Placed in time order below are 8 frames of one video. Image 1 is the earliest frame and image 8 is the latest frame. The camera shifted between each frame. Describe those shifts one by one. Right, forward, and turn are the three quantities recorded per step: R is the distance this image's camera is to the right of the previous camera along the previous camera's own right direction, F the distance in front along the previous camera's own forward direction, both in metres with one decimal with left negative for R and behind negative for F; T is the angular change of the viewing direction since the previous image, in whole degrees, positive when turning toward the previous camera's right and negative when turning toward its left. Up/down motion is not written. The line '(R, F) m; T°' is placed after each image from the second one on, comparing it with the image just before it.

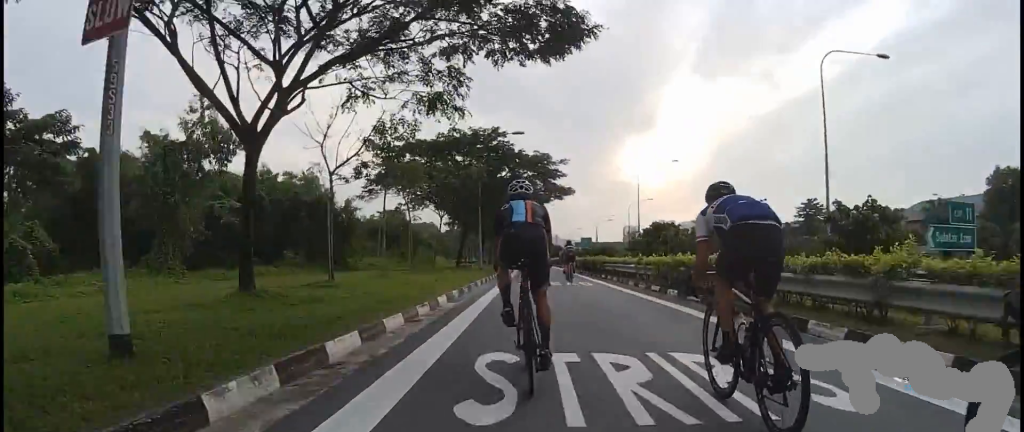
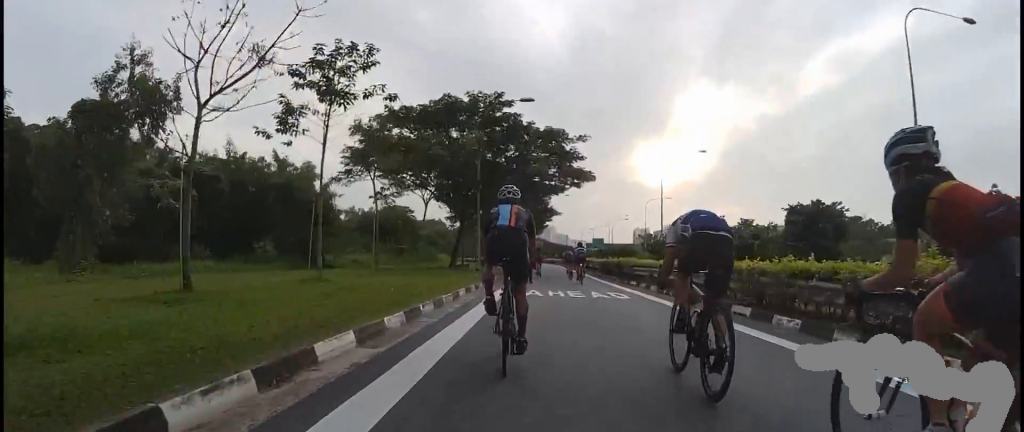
(0.0, +6.7) m; 0°
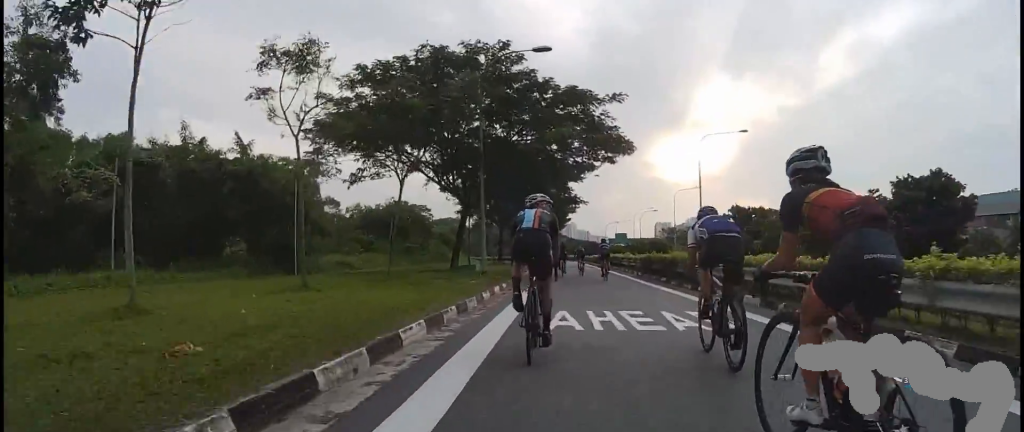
(0.0, +7.1) m; 0°
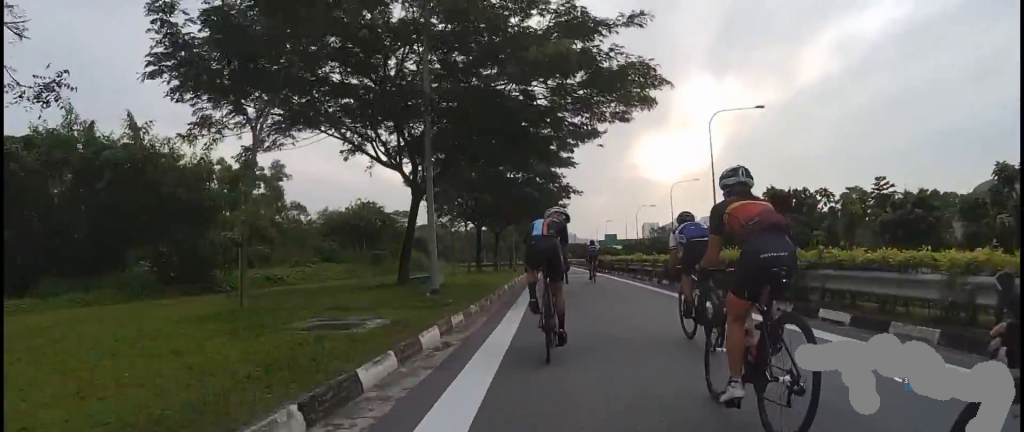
(0.0, +8.0) m; 0°
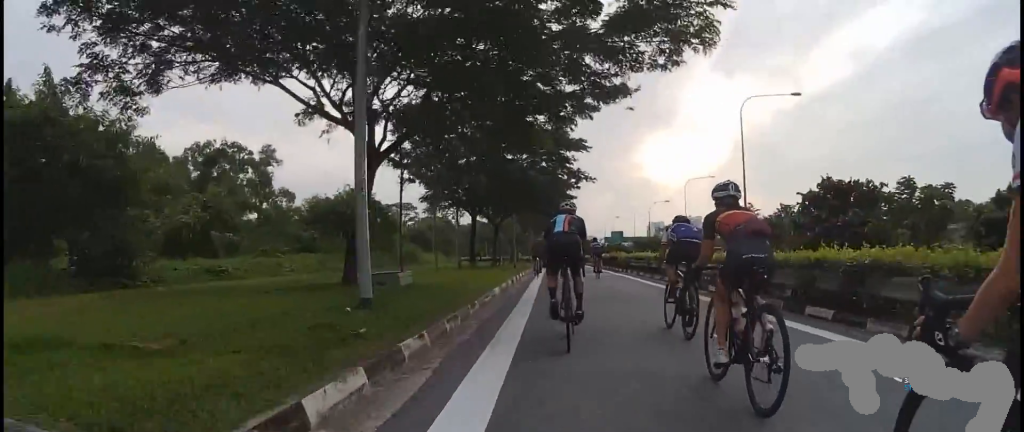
(0.0, +5.4) m; 0°
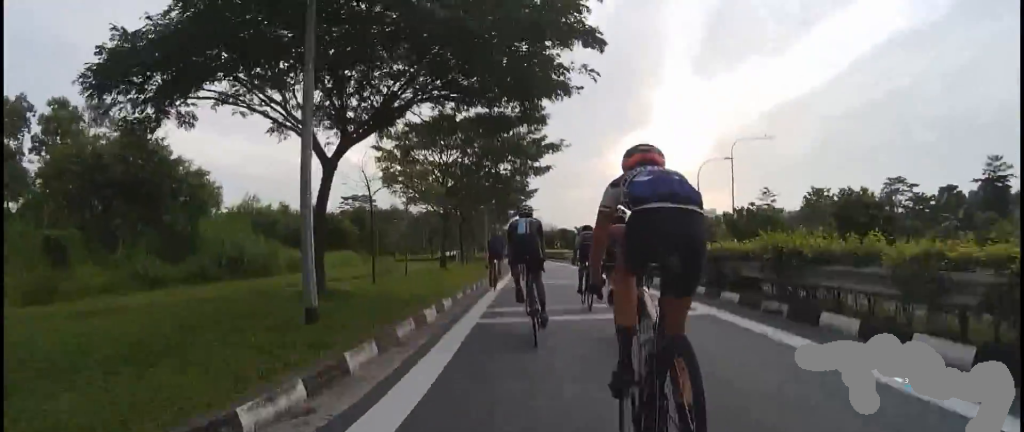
(0.0, +30.7) m; 0°
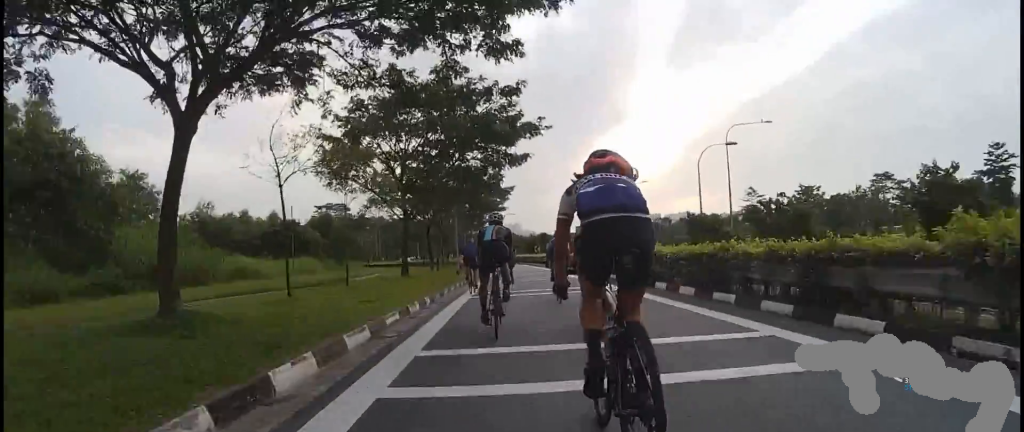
(0.0, +5.2) m; 0°
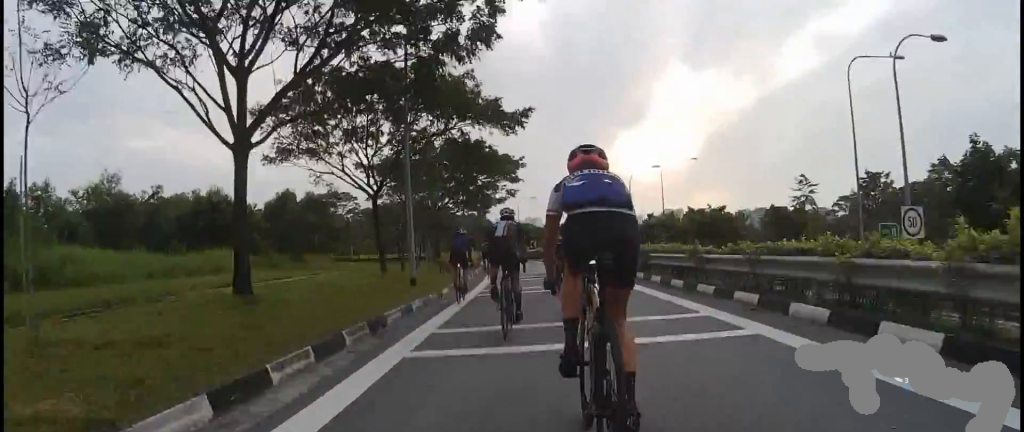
(0.0, +16.9) m; 0°
